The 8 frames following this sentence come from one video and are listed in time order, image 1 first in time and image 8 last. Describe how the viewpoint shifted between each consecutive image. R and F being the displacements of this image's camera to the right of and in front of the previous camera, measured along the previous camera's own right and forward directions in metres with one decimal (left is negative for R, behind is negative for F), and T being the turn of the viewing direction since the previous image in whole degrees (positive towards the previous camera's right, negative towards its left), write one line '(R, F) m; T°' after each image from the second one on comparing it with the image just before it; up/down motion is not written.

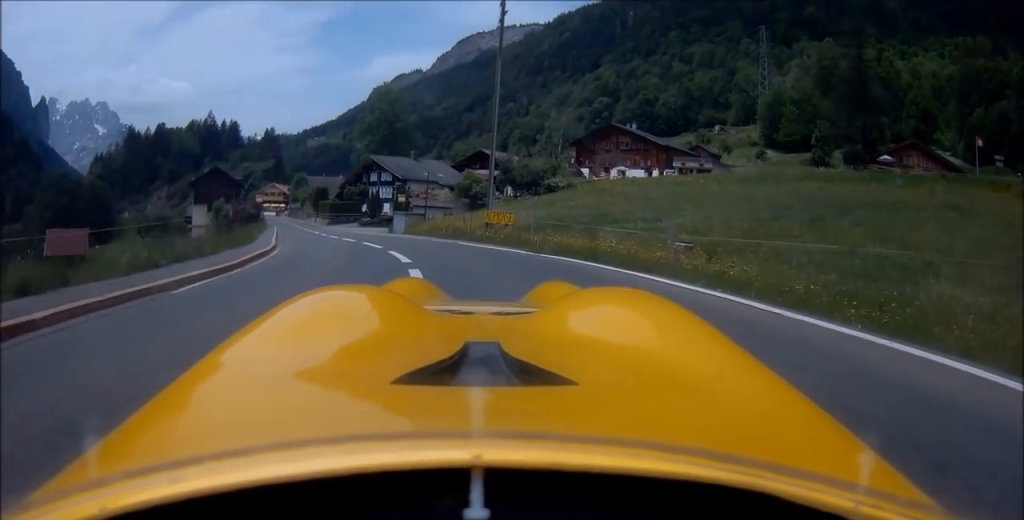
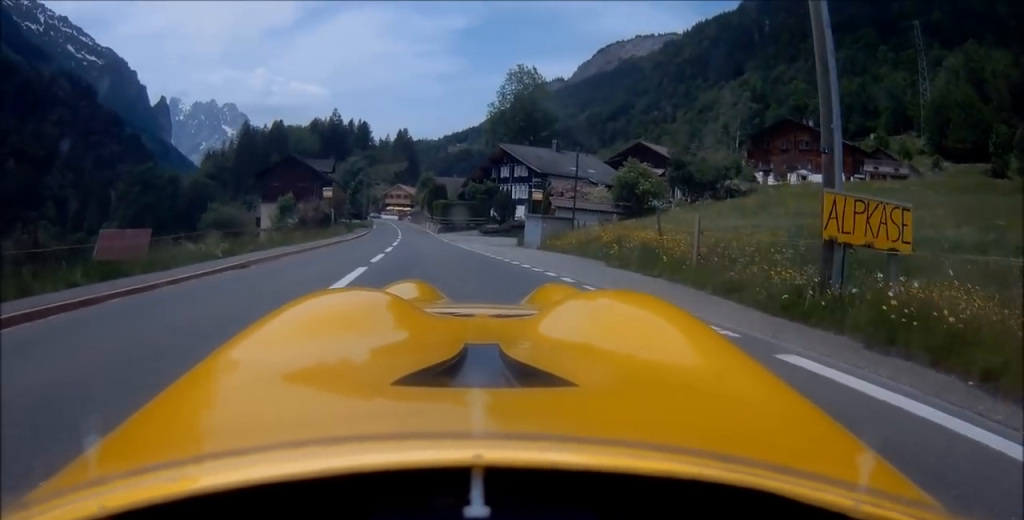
(-2.3, +17.4) m; -14°
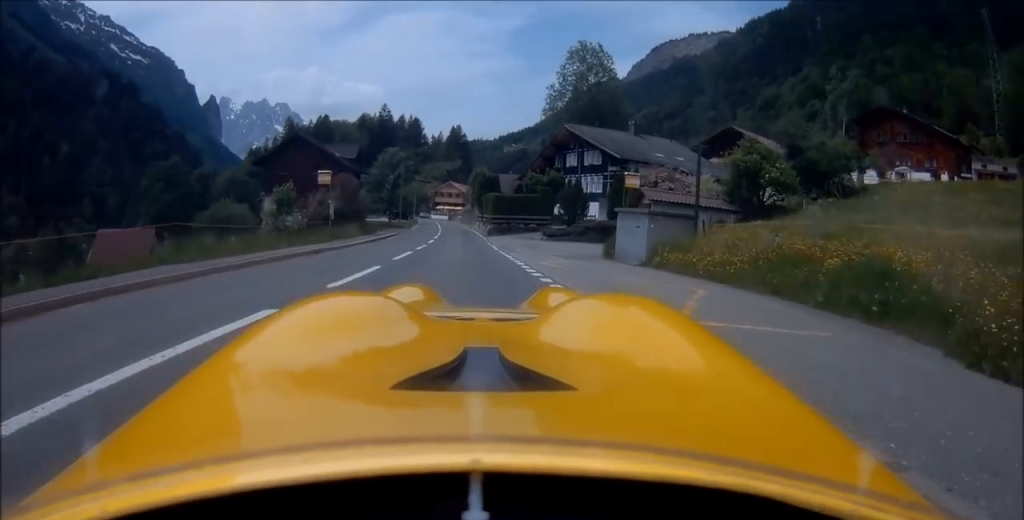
(-1.1, +12.0) m; -6°
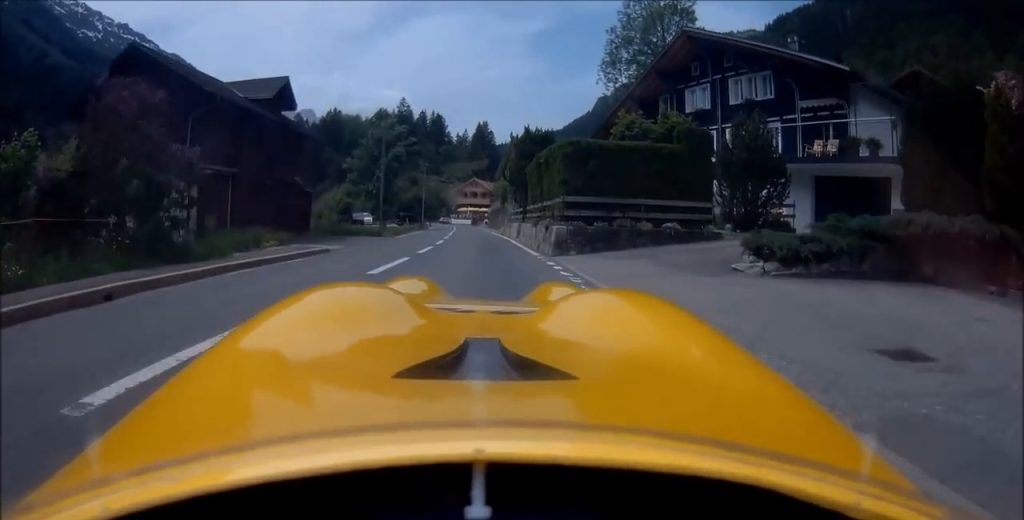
(-1.4, +24.8) m; -4°
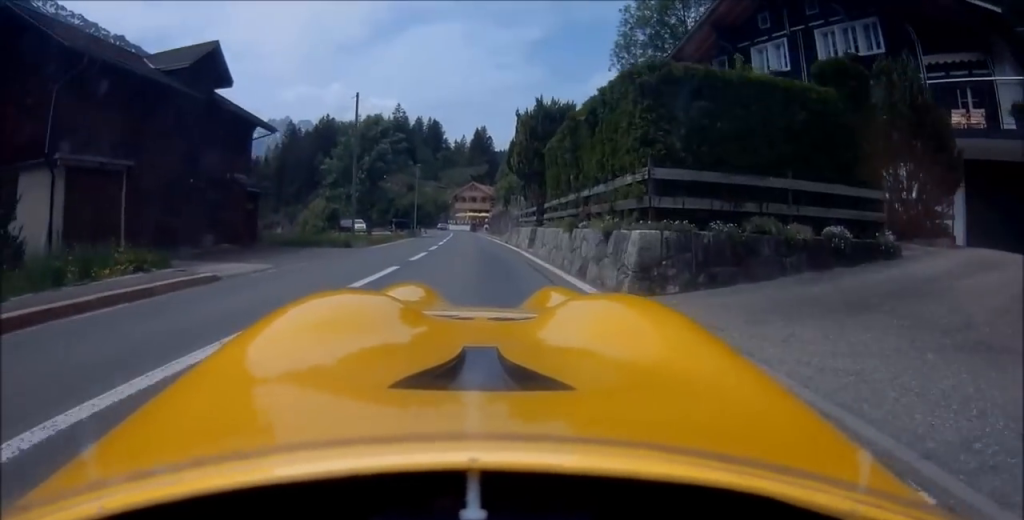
(0.0, +7.4) m; 0°
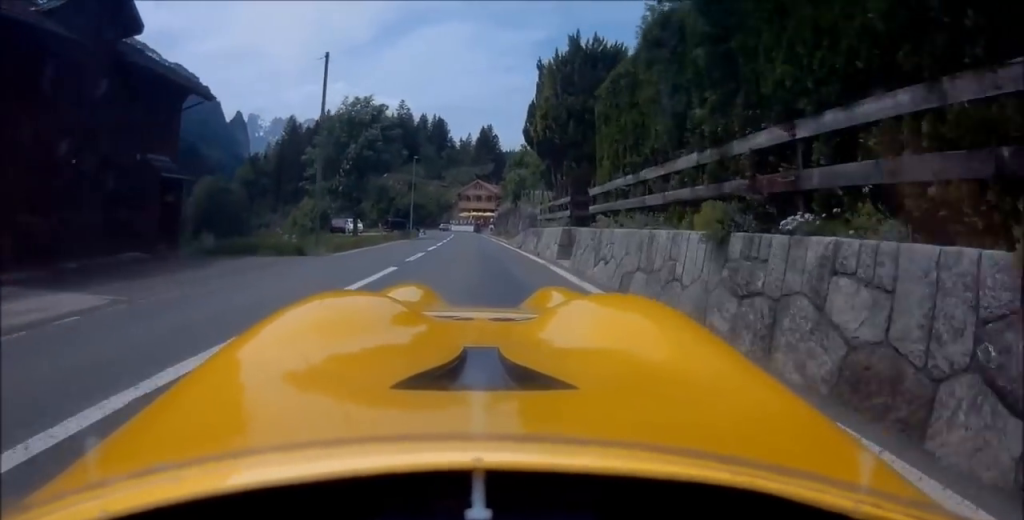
(0.0, +6.9) m; 0°
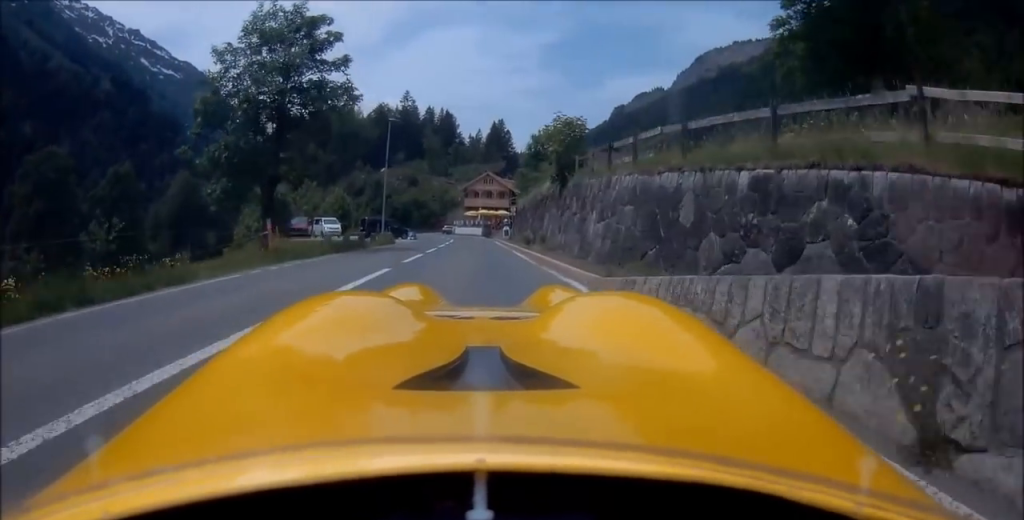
(+0.2, +19.2) m; +2°
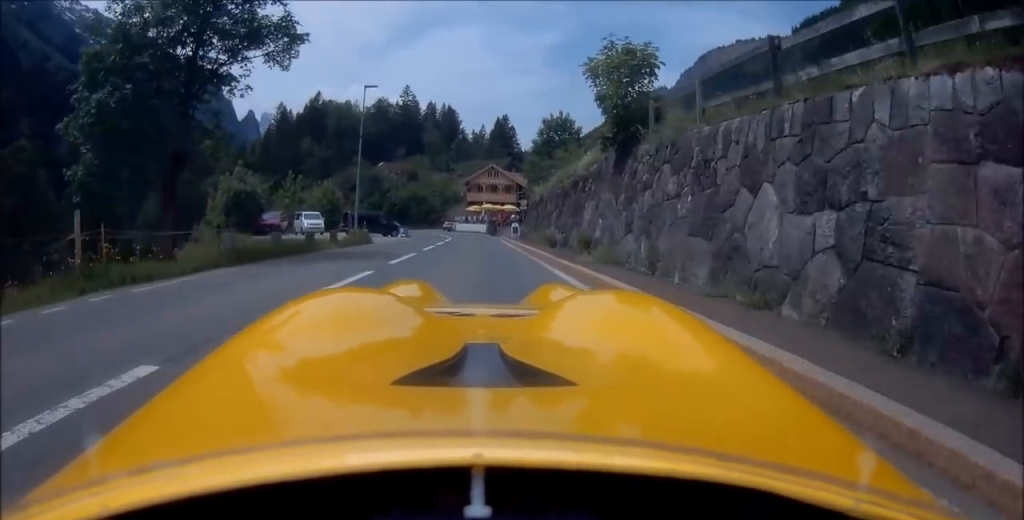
(+0.2, +8.1) m; +1°
